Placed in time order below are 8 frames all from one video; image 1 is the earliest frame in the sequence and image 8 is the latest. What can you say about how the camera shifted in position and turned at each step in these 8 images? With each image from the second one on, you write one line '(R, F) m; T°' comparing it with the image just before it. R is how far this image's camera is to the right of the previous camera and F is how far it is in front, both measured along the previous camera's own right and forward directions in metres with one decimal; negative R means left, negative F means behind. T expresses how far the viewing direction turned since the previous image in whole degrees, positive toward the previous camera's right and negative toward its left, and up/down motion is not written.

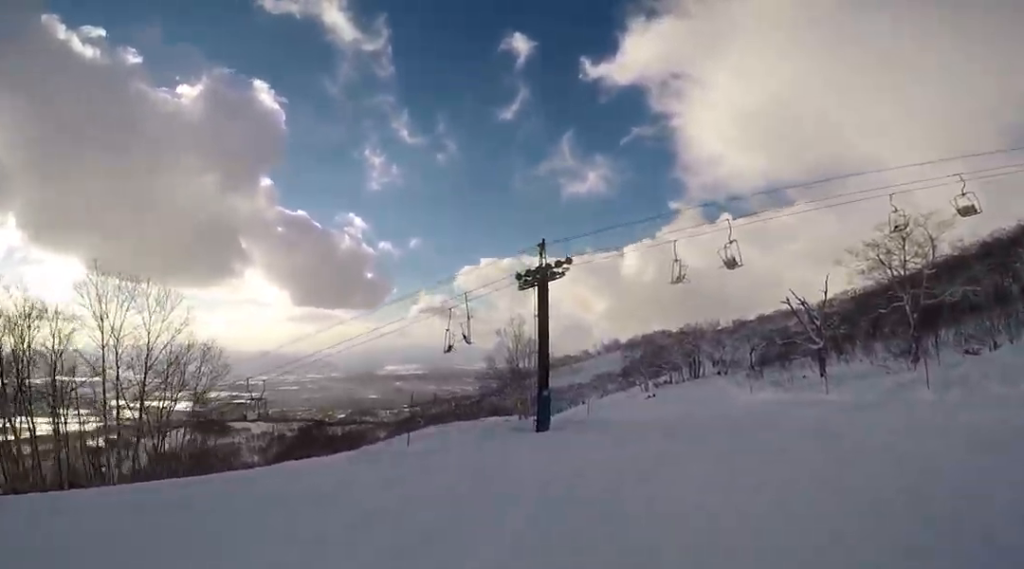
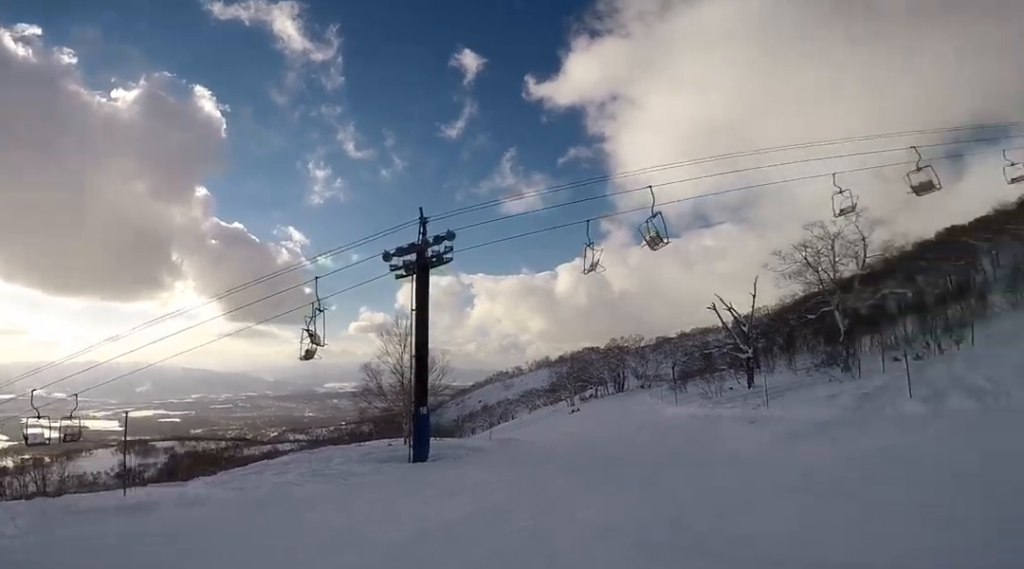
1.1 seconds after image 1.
(-0.5, +6.5) m; -10°
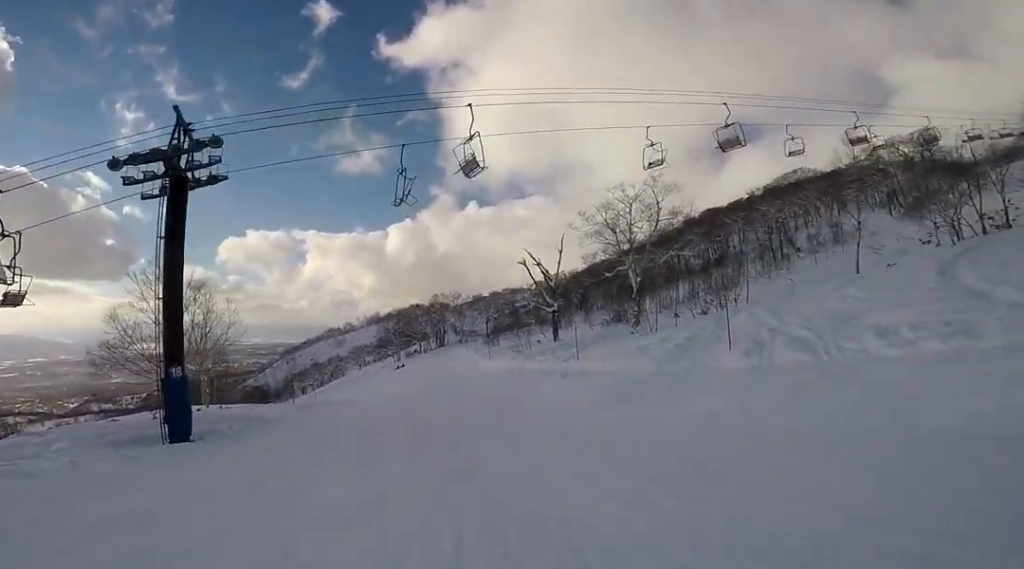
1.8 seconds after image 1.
(-0.2, +3.9) m; -3°
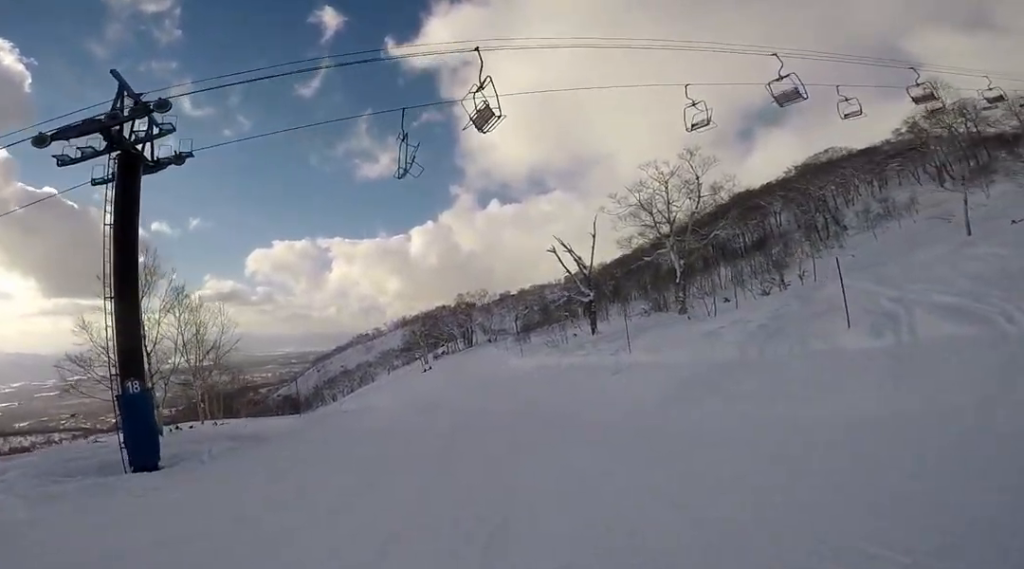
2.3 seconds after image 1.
(0.0, +2.8) m; -1°
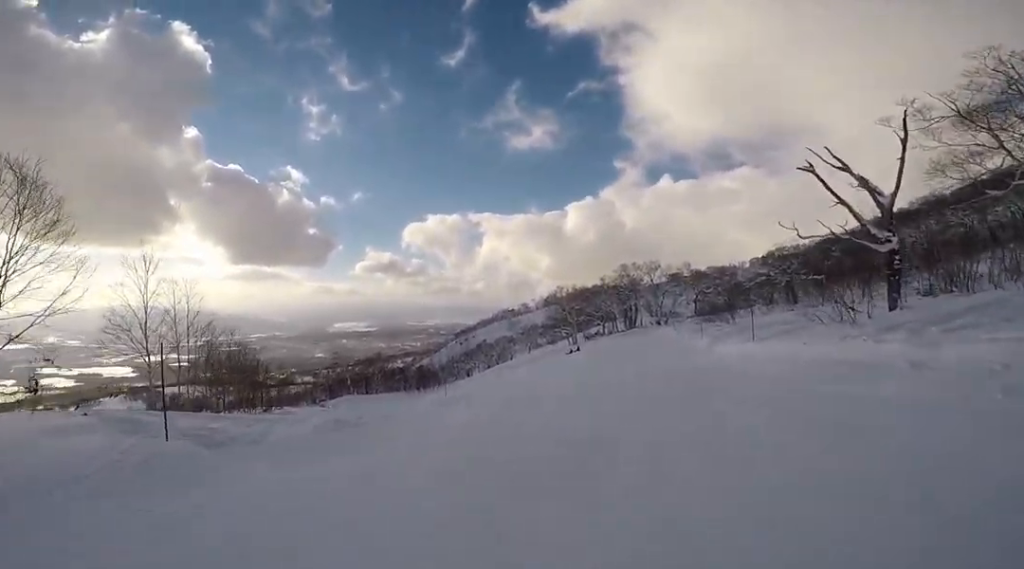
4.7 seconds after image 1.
(0.0, +11.1) m; +2°
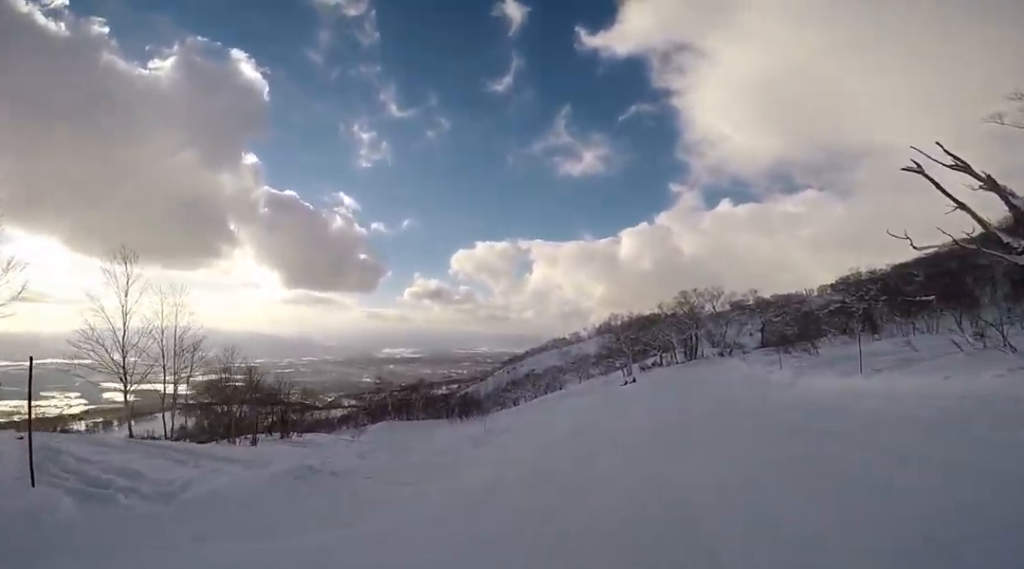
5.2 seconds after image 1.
(-0.1, +2.3) m; +3°
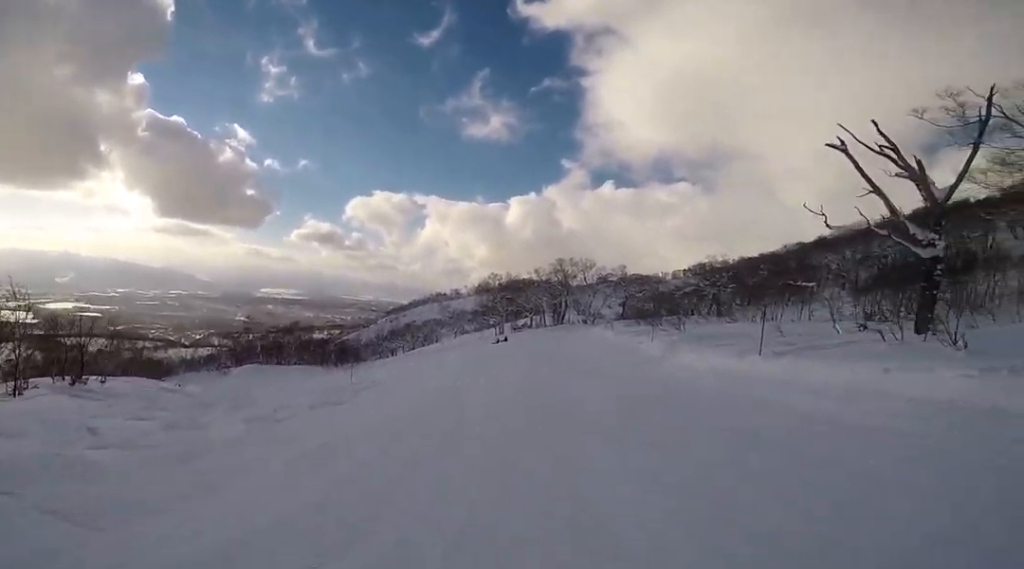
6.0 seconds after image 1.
(+0.3, +3.0) m; +12°
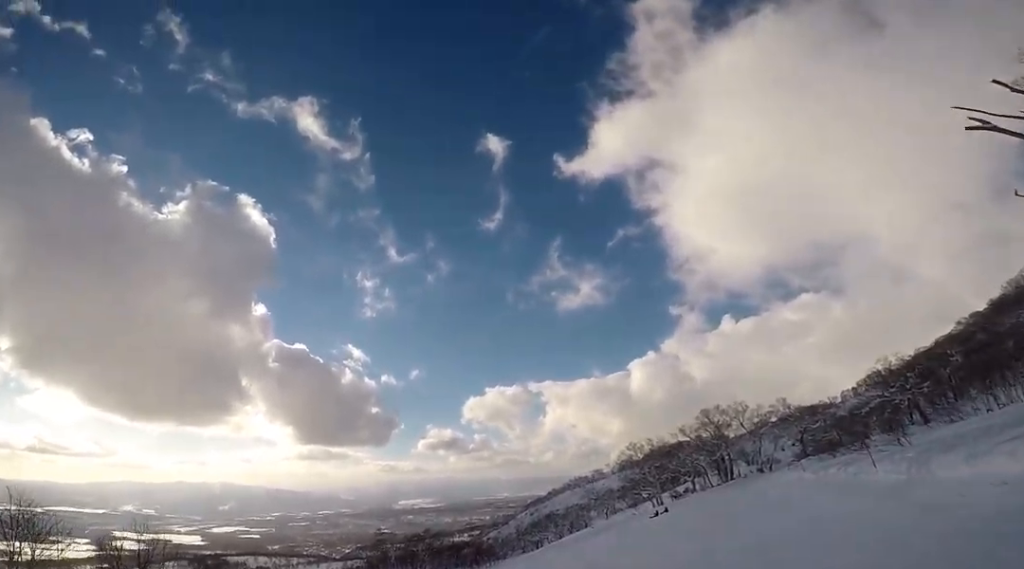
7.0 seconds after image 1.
(+0.7, +4.3) m; +1°
